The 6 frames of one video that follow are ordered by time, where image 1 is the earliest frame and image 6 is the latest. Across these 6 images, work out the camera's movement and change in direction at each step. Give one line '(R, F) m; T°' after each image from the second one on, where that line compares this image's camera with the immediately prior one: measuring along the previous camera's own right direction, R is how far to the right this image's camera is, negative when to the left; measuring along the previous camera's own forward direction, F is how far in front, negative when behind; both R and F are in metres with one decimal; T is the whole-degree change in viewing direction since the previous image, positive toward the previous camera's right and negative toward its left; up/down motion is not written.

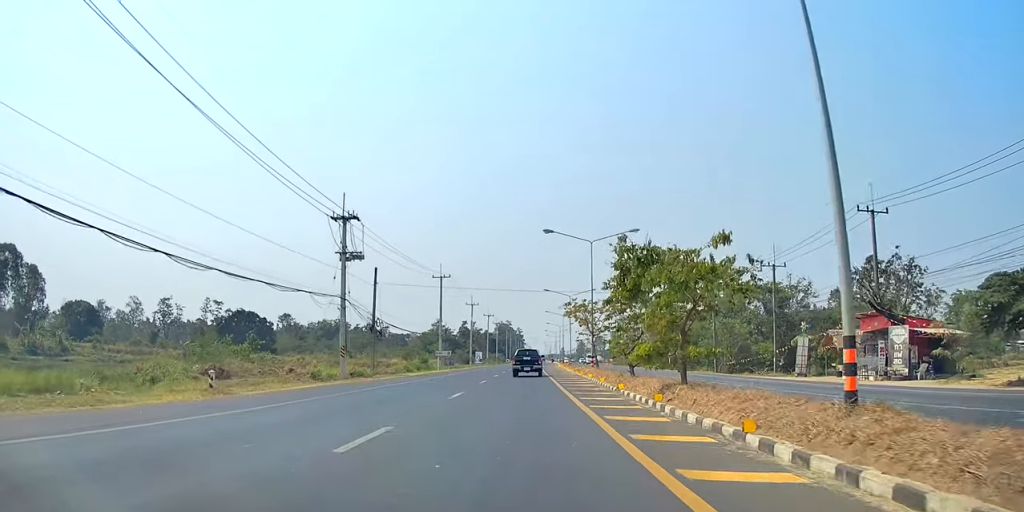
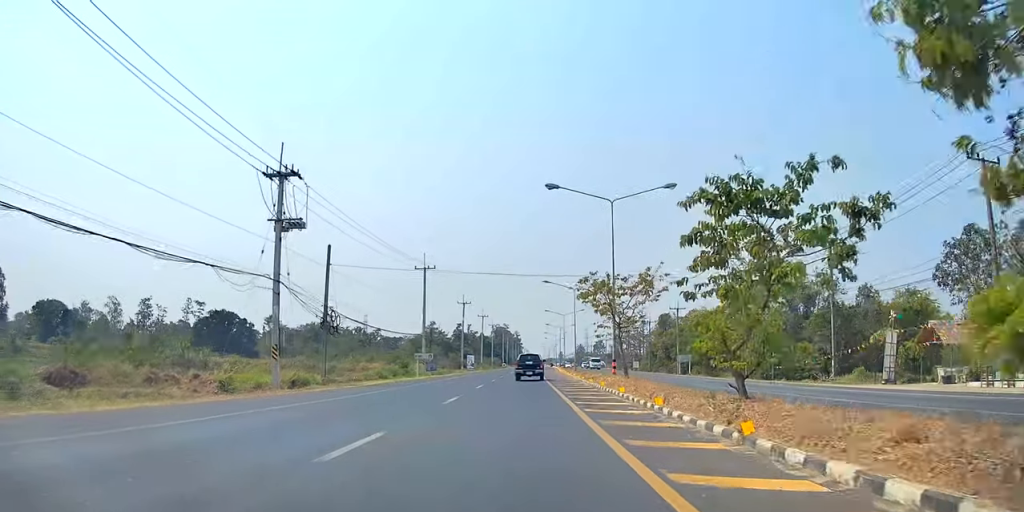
(+0.4, +11.3) m; +2°
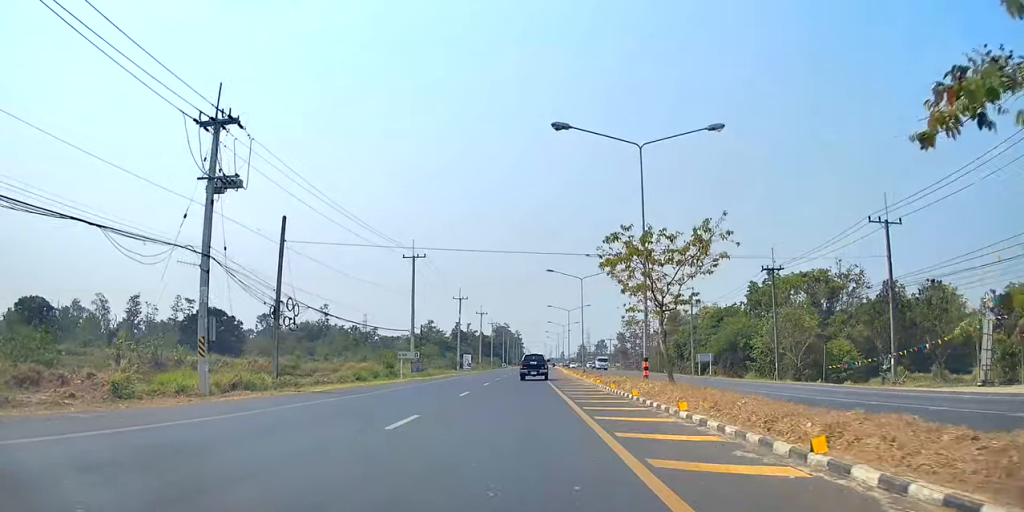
(+0.2, +8.3) m; +1°
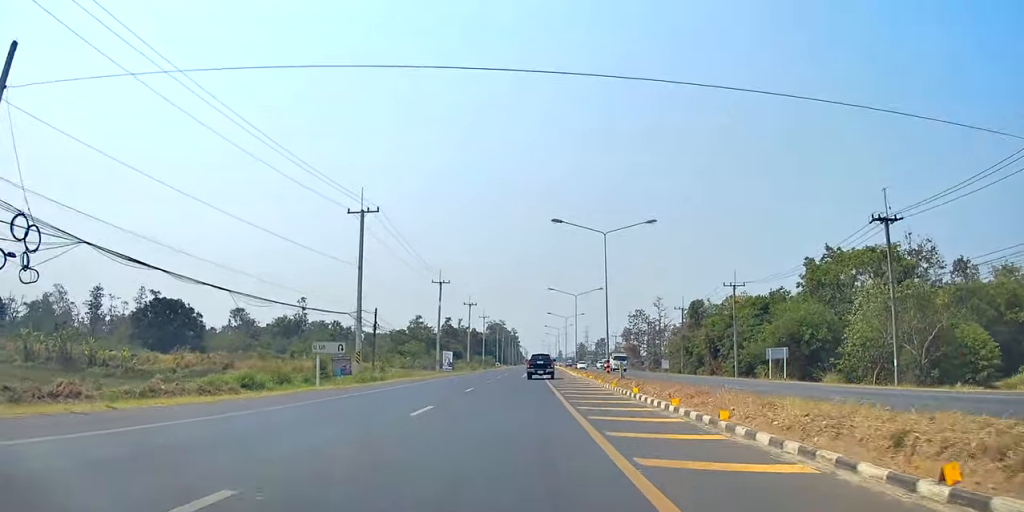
(-0.2, +19.8) m; -1°
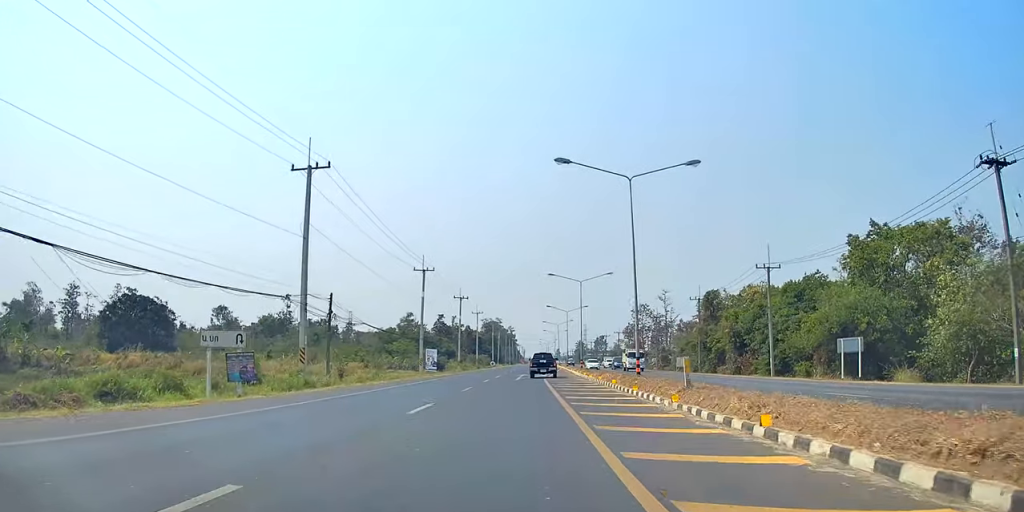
(0.0, +11.5) m; 0°
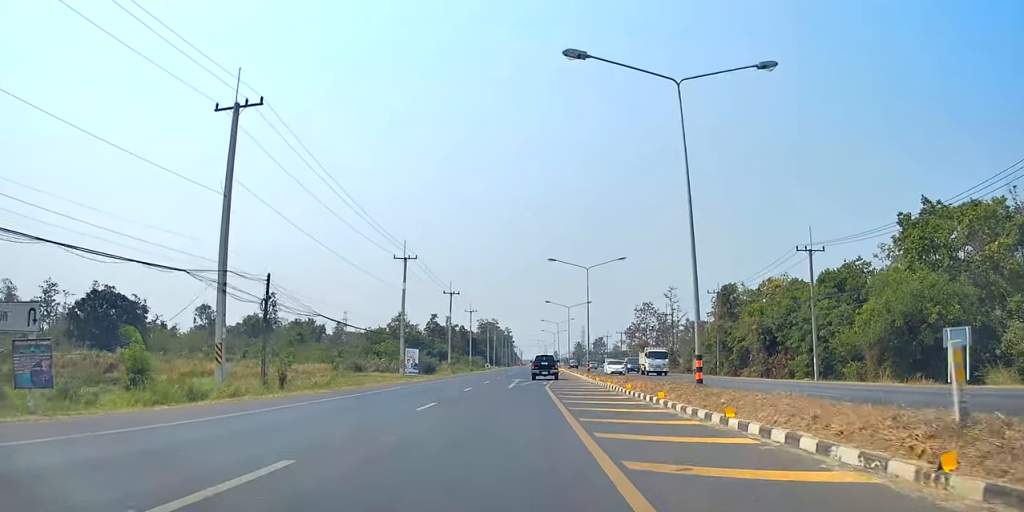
(0.0, +10.8) m; +1°
